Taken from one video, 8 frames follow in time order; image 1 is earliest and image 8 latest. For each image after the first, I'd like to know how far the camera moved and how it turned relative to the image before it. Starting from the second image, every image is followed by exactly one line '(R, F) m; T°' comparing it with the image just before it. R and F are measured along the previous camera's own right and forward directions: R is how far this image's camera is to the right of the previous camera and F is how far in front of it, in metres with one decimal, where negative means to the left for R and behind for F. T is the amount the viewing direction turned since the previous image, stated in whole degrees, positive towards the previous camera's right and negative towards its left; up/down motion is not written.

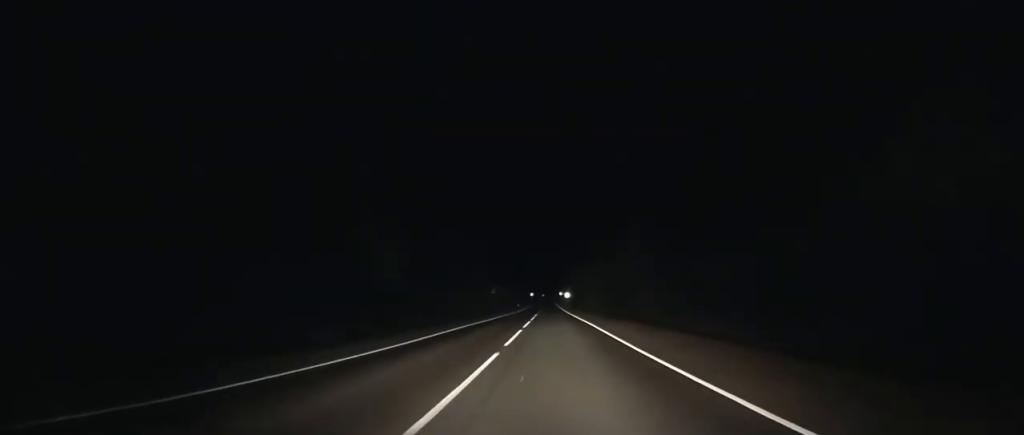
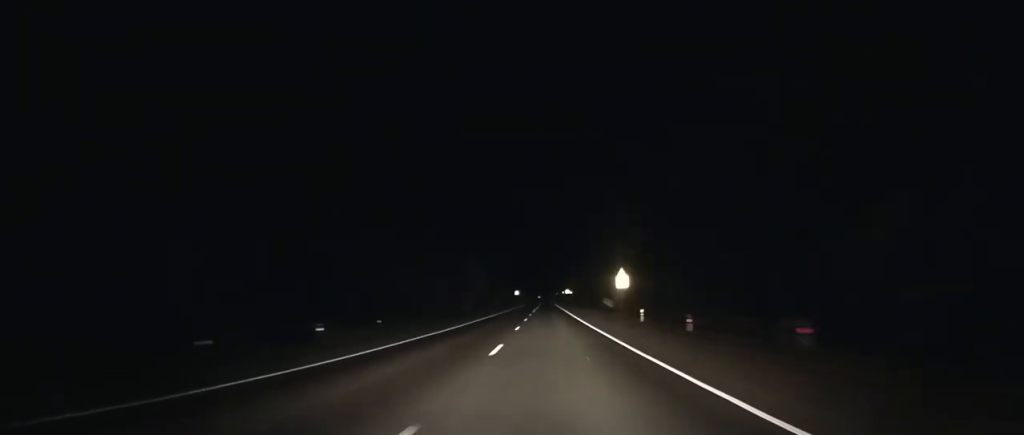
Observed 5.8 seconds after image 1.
(-0.3, +162.5) m; 0°
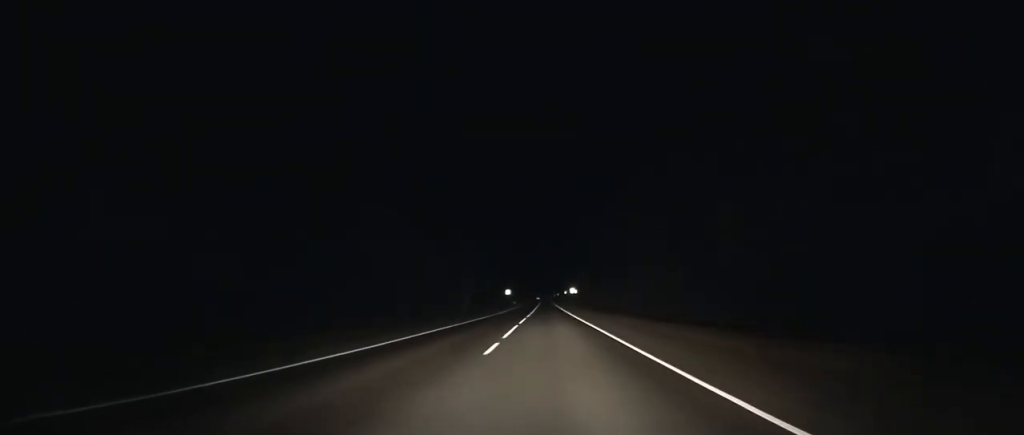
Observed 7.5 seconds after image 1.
(0.0, +49.0) m; 0°
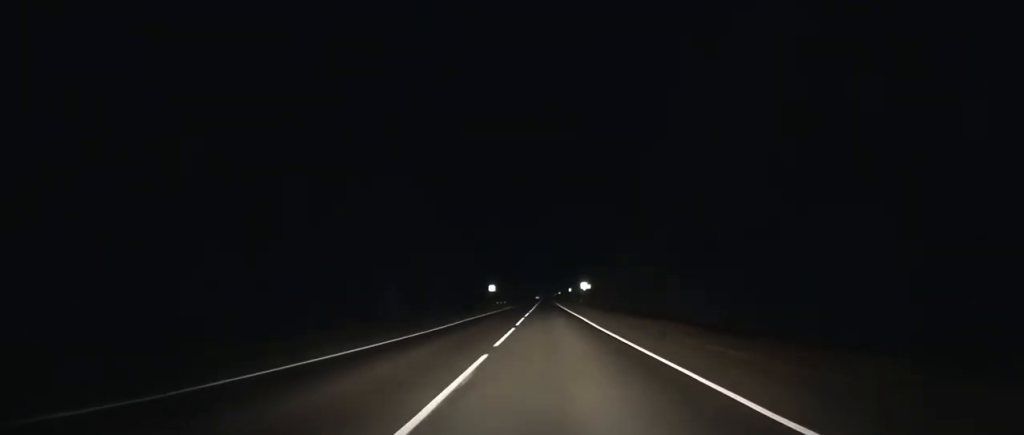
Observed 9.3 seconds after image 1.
(-0.1, +51.2) m; 0°
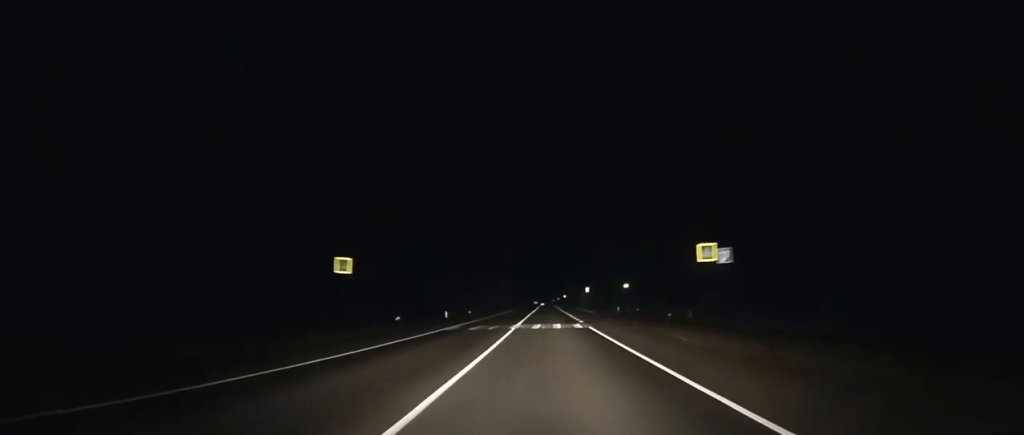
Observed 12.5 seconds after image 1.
(+0.7, +88.7) m; 0°
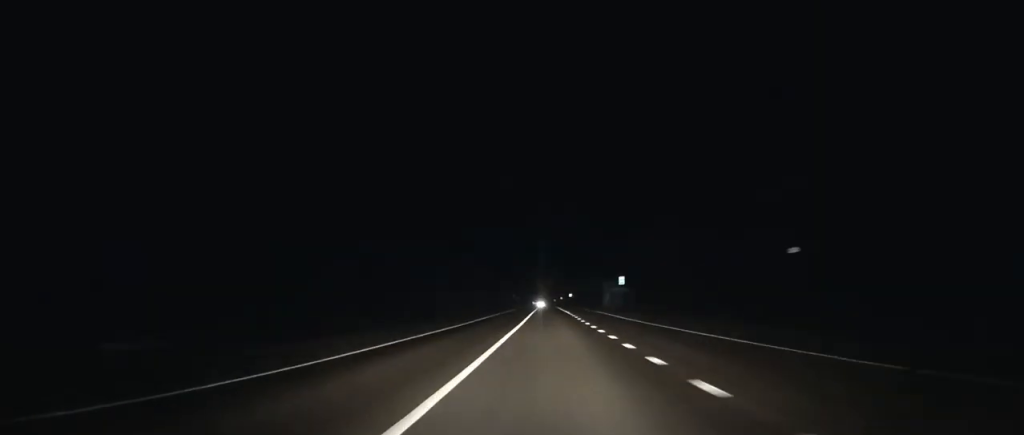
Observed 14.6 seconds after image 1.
(-0.2, +57.0) m; 0°
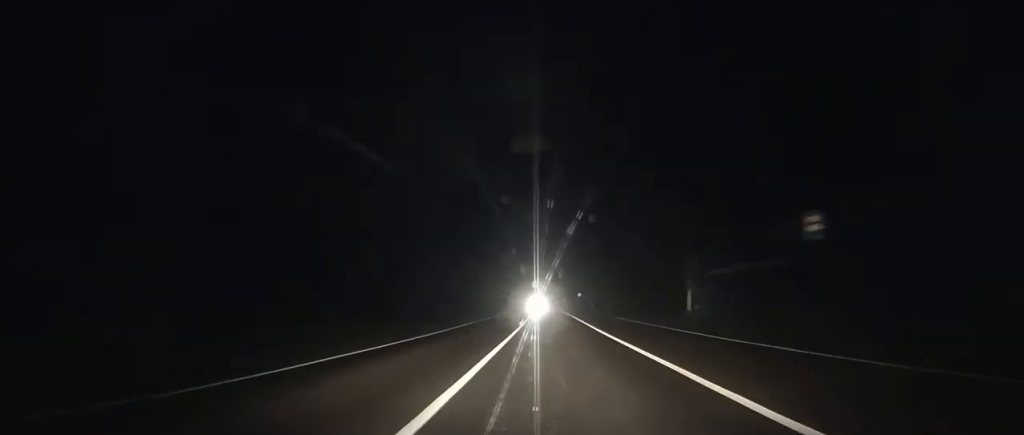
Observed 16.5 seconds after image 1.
(-0.2, +51.9) m; 0°
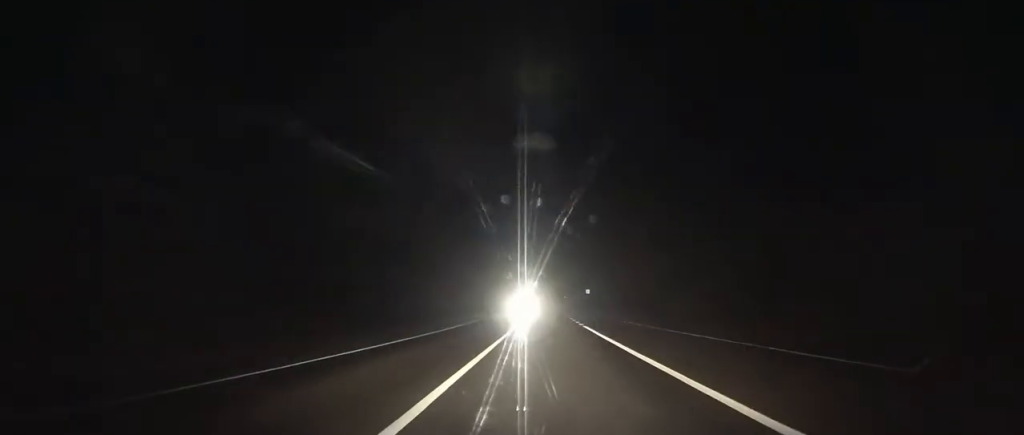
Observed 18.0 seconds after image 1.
(+0.2, +42.3) m; 0°
